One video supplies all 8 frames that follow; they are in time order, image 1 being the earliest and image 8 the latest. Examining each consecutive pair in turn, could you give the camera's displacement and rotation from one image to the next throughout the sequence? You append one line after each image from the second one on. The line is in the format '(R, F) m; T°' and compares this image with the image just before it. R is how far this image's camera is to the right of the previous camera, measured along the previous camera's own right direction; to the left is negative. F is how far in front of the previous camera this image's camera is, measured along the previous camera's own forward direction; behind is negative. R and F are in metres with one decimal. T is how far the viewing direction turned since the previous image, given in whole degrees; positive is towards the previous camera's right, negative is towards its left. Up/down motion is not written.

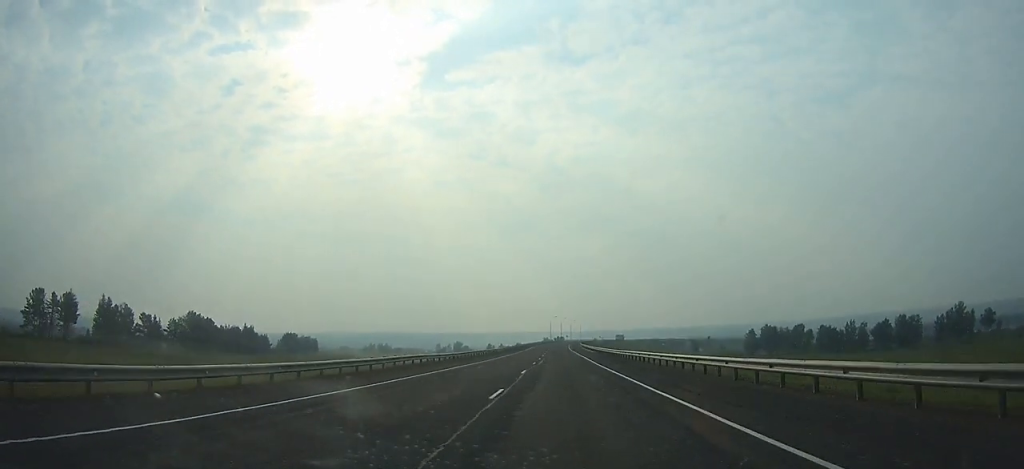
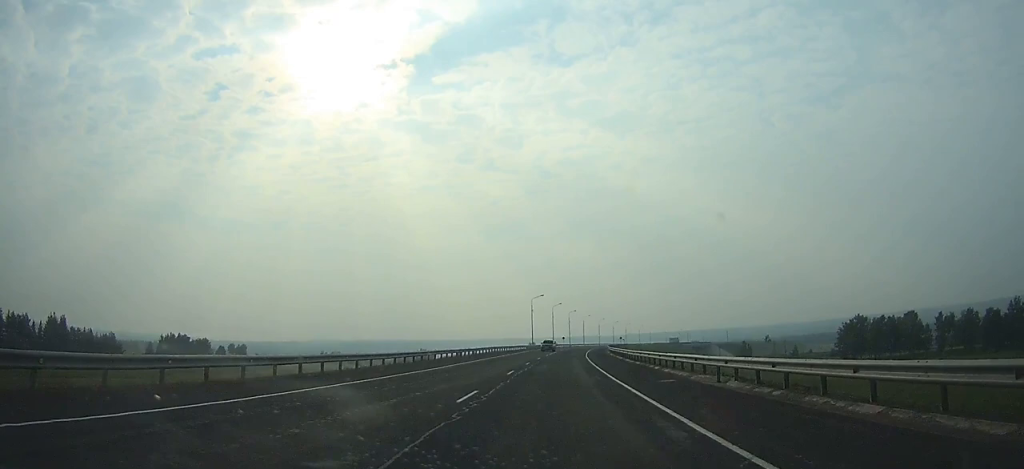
(-0.1, +116.2) m; +1°
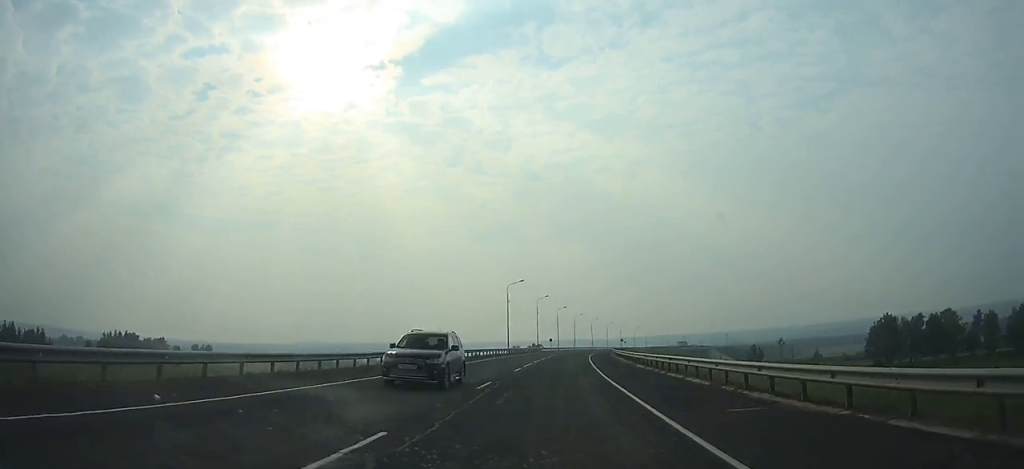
(+0.7, +32.5) m; +1°
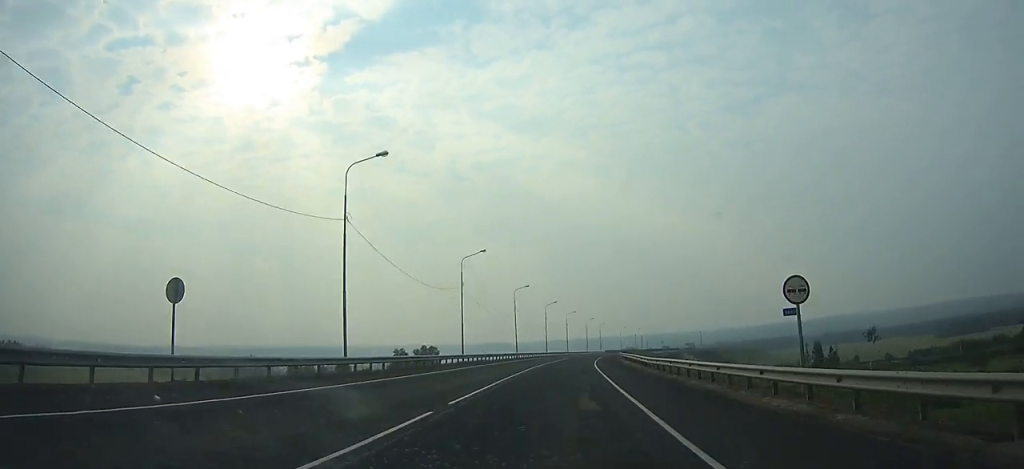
(+5.6, +115.7) m; +7°
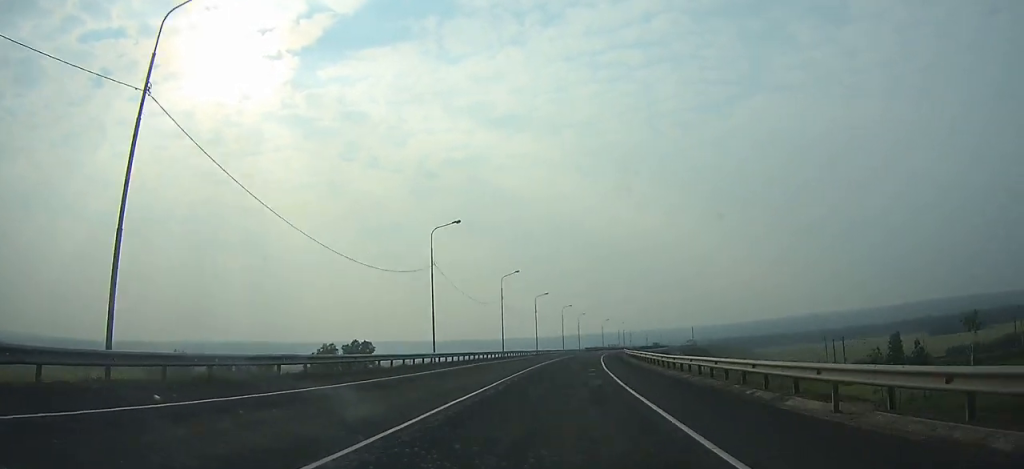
(+1.9, +40.8) m; +3°
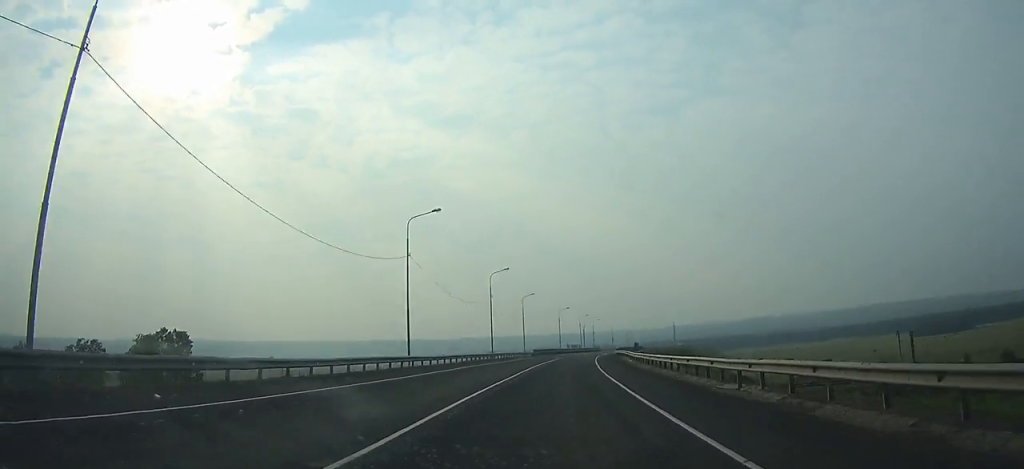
(+2.5, +60.4) m; +4°
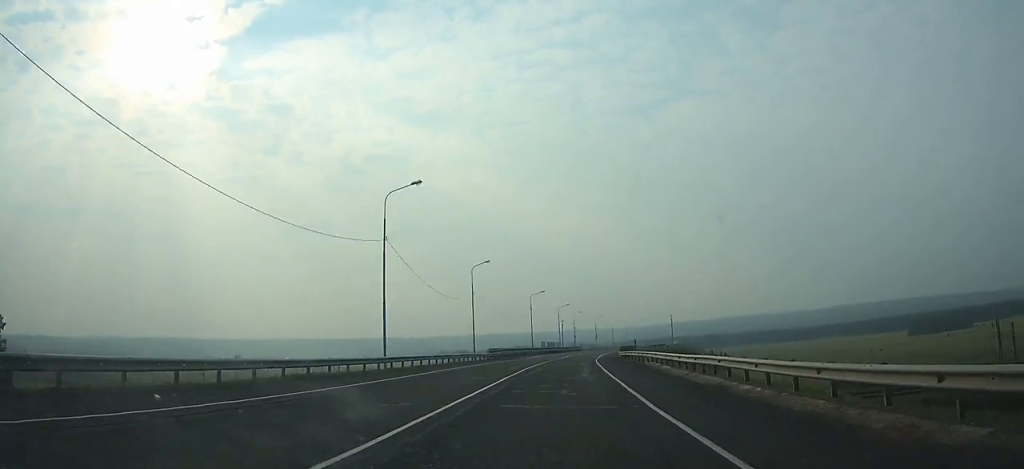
(+0.2, +33.5) m; +2°
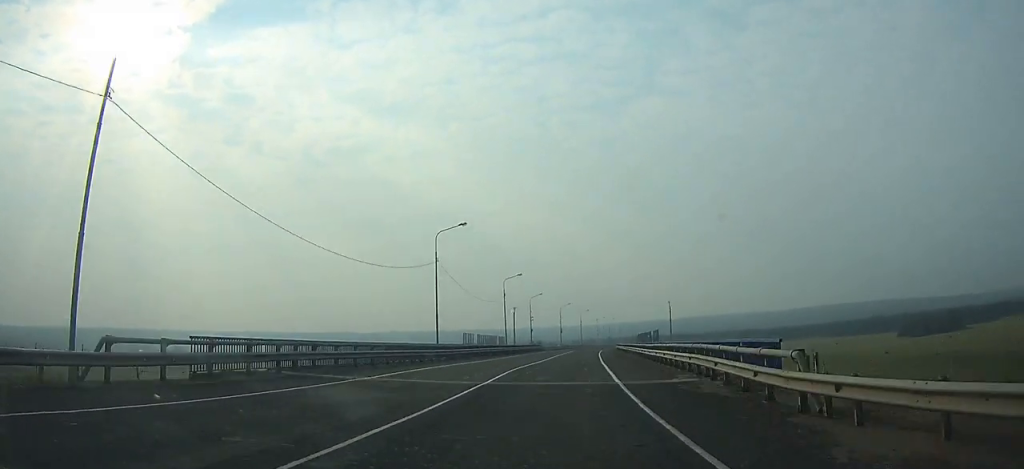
(+1.7, +51.2) m; +3°
